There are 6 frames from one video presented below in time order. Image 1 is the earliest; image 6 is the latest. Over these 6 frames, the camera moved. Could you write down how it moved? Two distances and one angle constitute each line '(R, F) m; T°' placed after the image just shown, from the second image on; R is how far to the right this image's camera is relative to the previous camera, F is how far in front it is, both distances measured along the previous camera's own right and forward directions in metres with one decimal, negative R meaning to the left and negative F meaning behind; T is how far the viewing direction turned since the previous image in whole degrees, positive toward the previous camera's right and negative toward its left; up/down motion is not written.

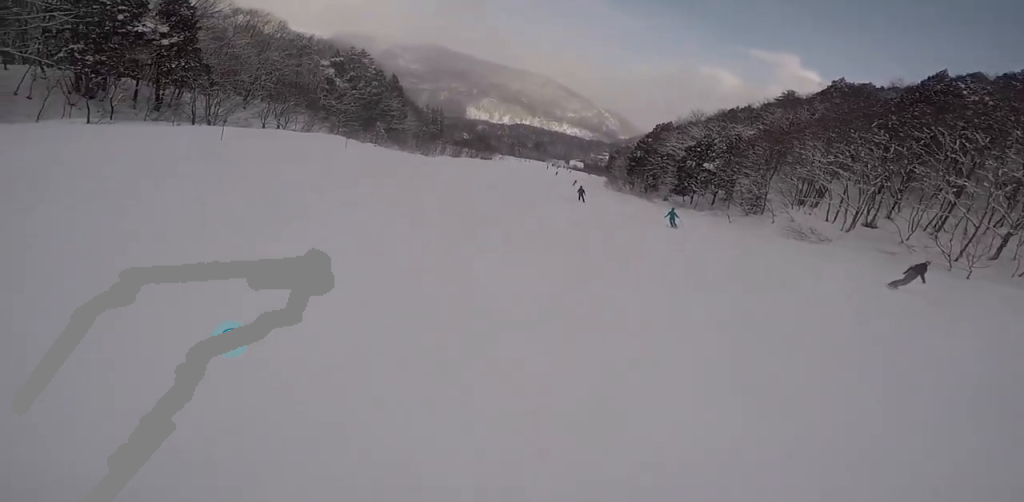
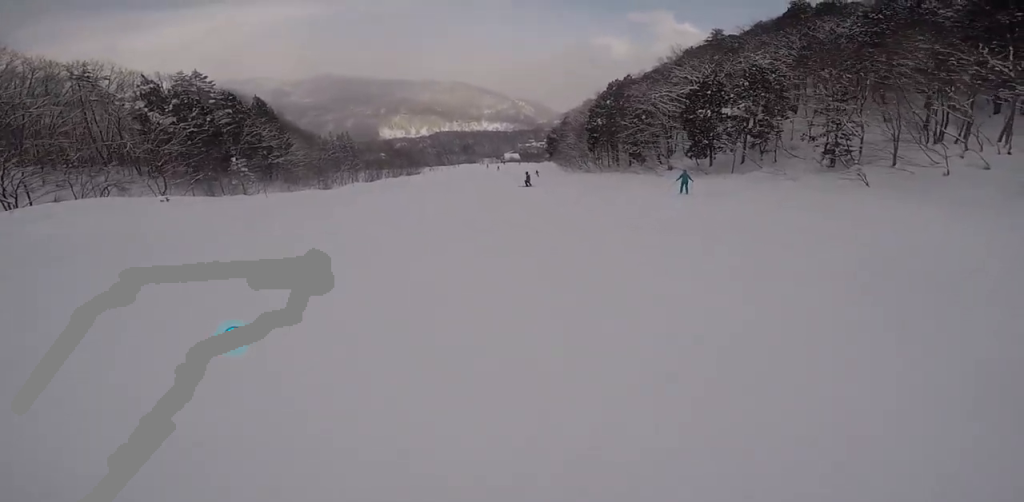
(0.0, +20.5) m; +7°
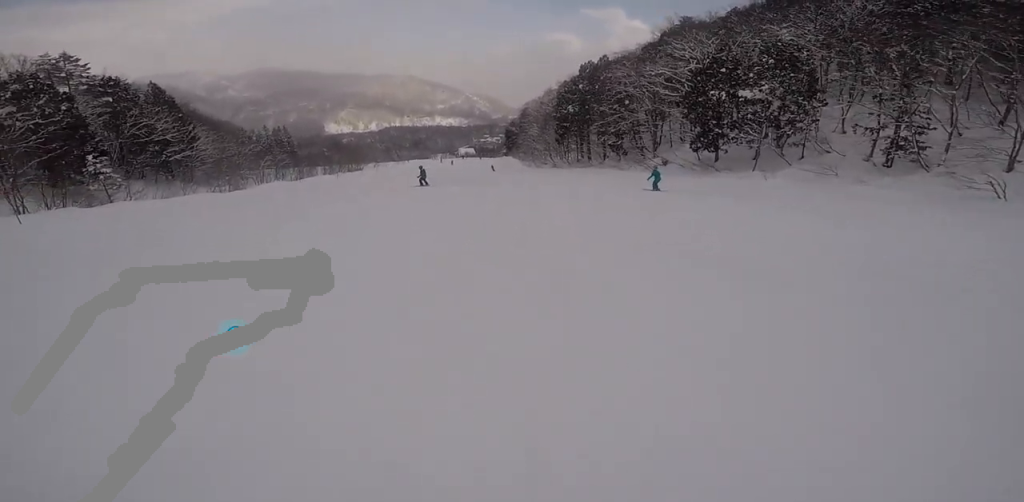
(+0.6, +10.2) m; -1°
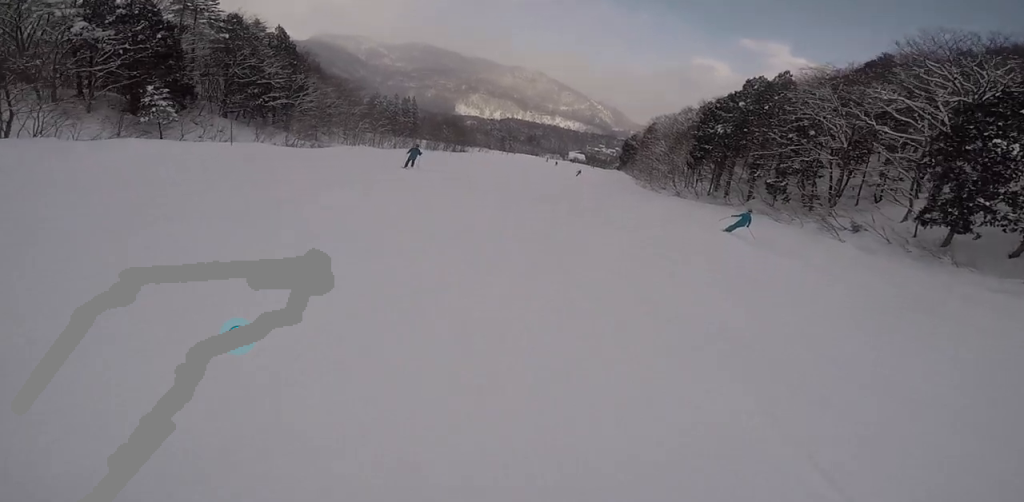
(-0.6, +10.3) m; -4°
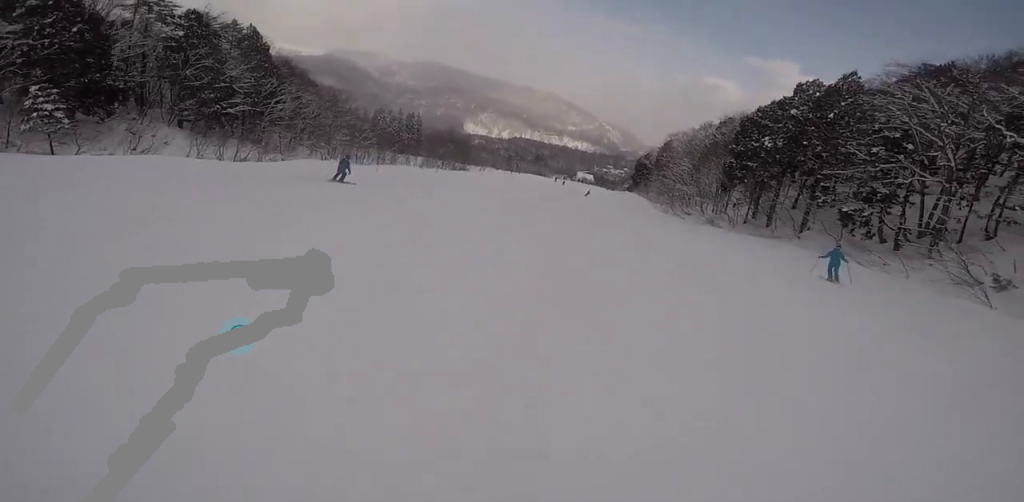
(-0.4, +9.3) m; +4°
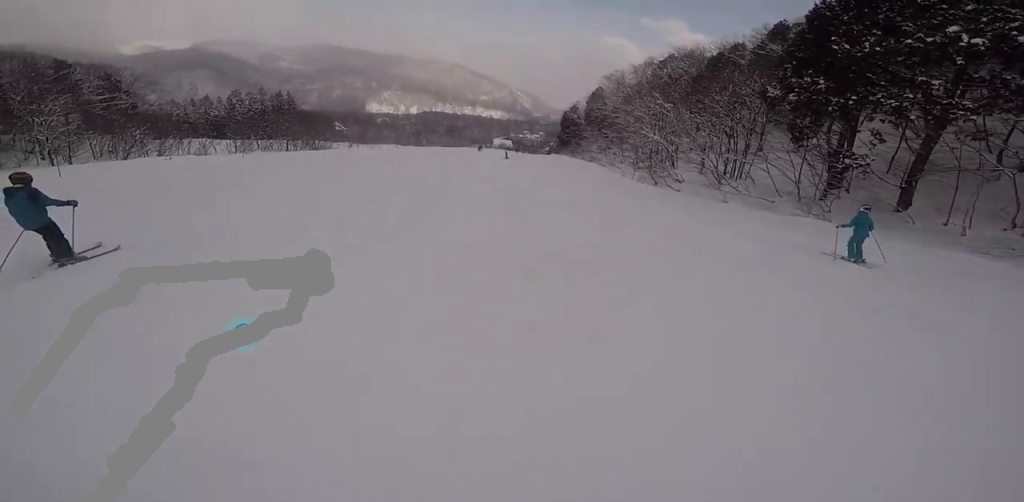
(+4.1, +26.9) m; +3°
